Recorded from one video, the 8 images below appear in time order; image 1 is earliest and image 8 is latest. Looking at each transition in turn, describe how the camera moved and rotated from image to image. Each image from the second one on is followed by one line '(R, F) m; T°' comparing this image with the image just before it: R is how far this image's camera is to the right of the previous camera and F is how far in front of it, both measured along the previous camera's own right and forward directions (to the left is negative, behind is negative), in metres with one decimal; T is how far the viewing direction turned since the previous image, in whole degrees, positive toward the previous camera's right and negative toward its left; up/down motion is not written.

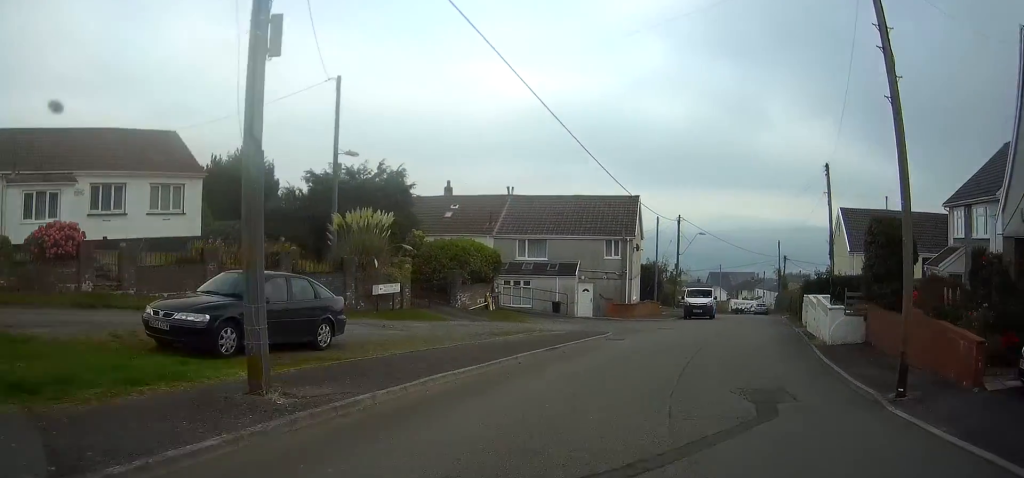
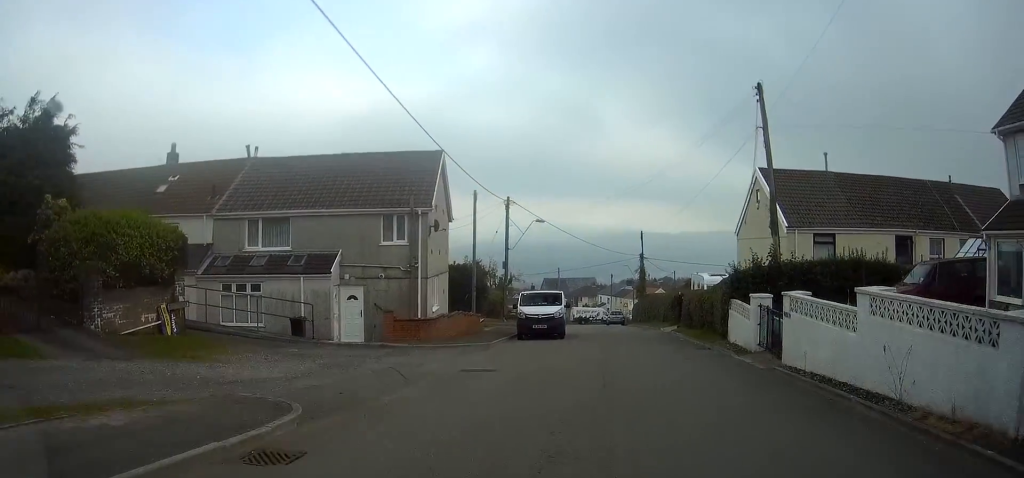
(+3.3, +13.6) m; +14°
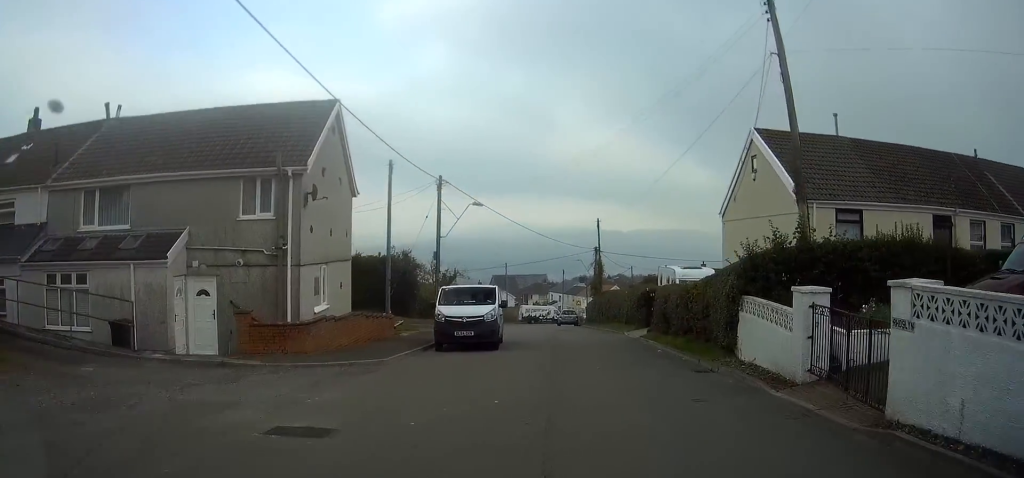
(-0.1, +6.6) m; 0°
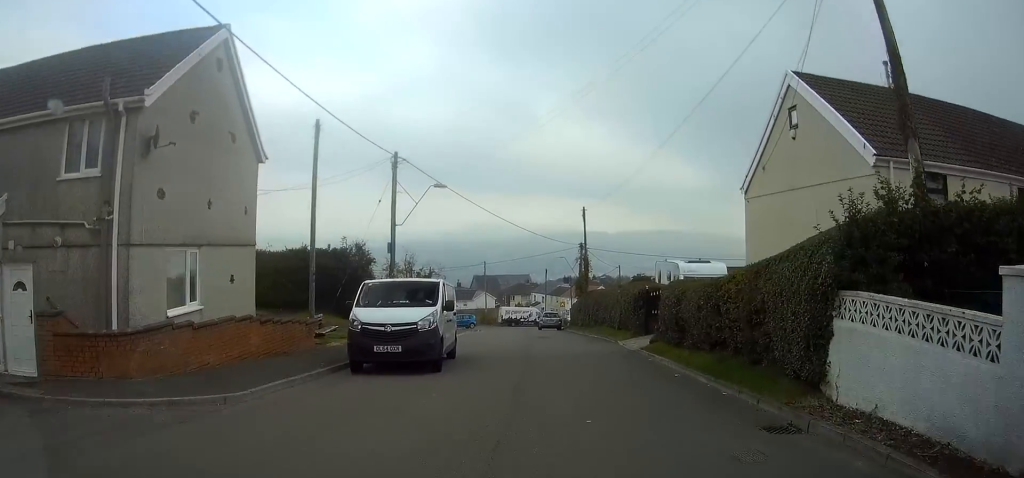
(+0.4, +6.1) m; -1°
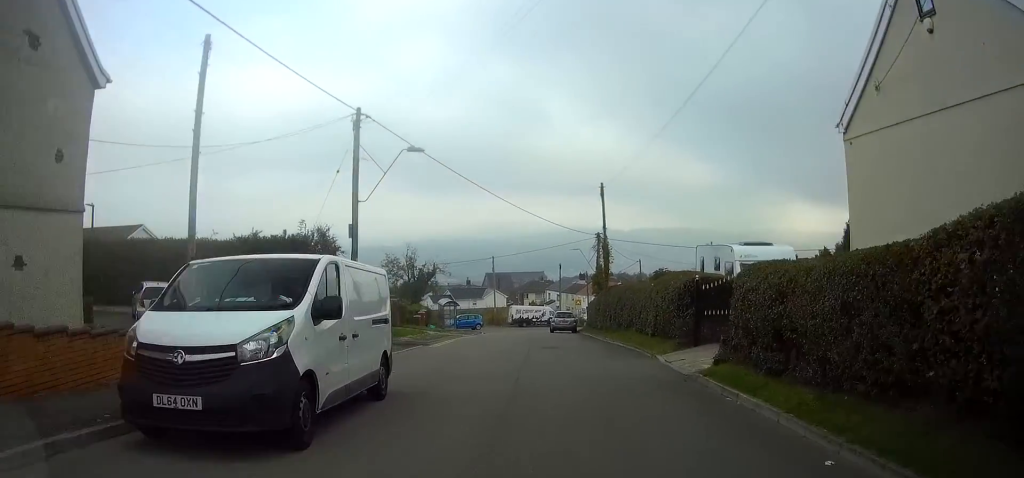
(-0.4, +7.4) m; -6°
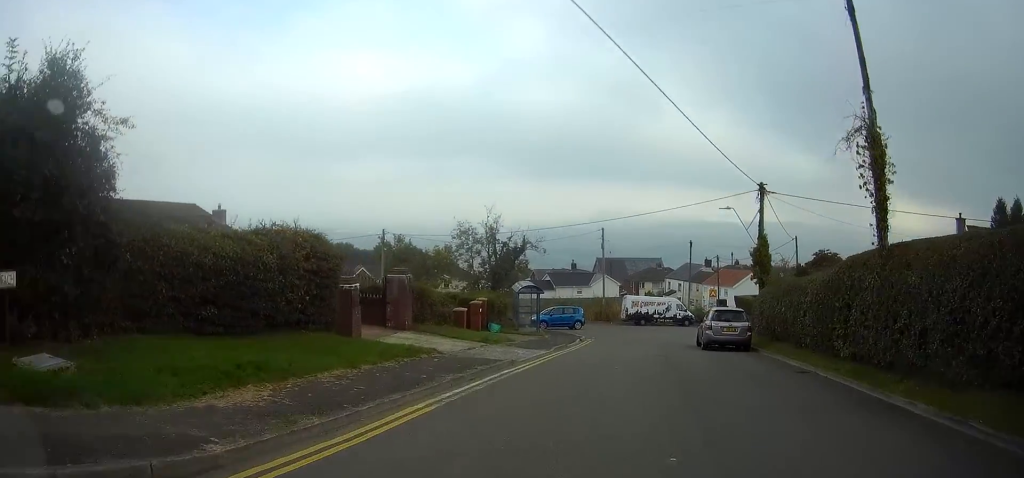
(-2.3, +21.7) m; -3°
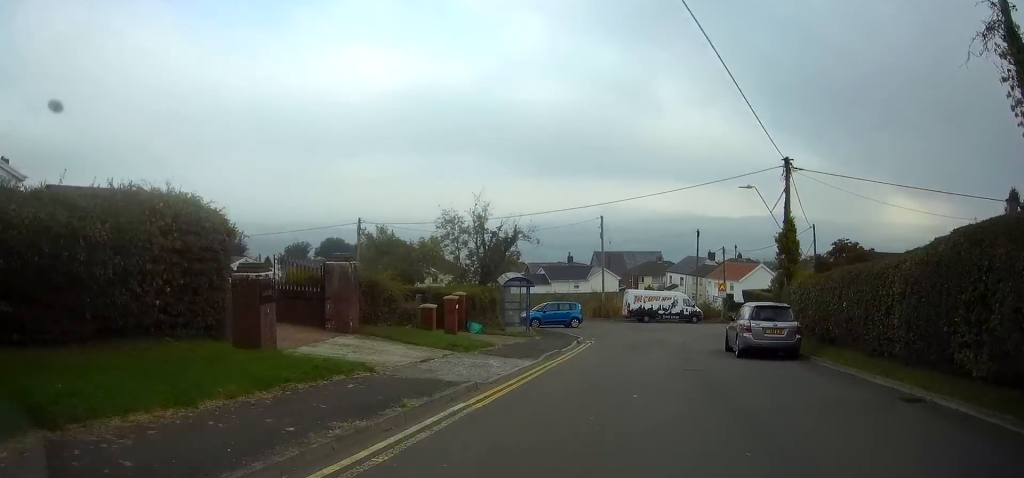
(+0.1, +5.4) m; +3°
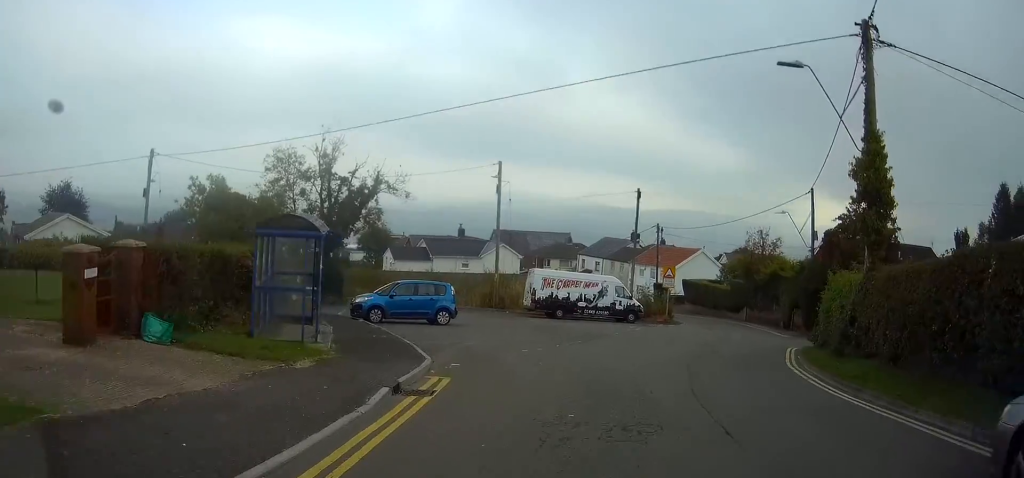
(+1.2, +16.7) m; +7°
